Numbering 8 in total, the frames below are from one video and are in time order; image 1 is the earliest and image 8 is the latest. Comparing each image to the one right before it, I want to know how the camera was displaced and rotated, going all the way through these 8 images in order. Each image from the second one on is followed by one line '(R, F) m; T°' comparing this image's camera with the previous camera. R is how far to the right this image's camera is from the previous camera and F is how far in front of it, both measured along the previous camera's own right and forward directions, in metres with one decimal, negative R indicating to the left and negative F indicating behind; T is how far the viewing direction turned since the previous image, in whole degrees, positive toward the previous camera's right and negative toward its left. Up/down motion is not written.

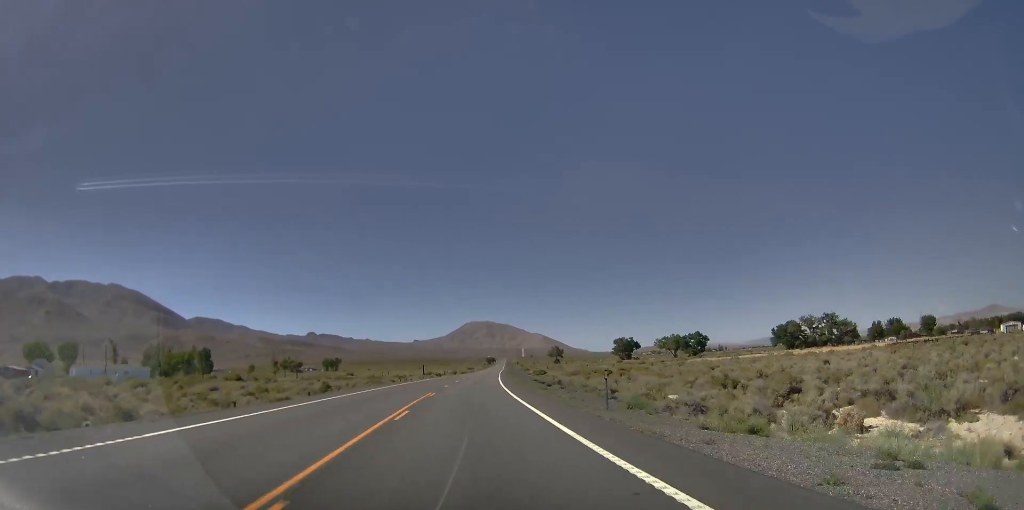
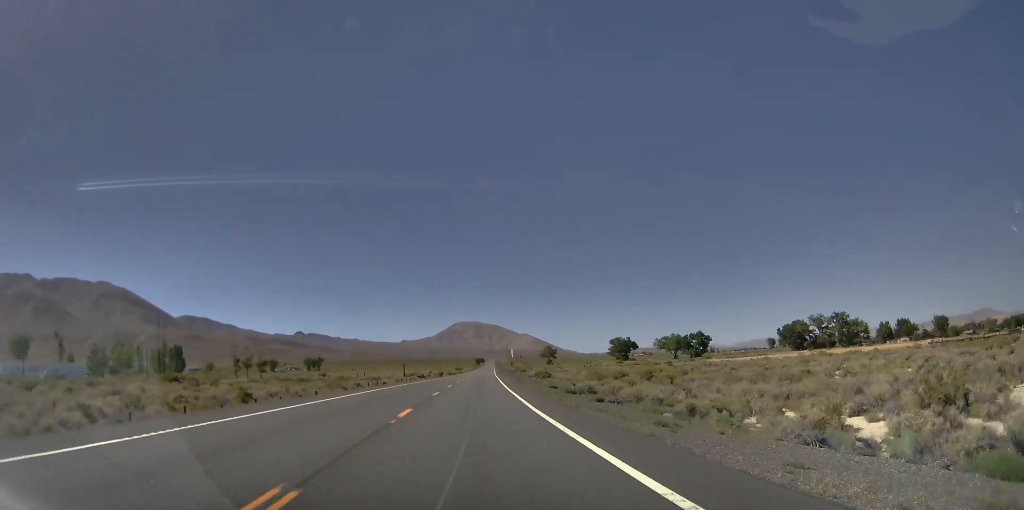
(-0.3, +23.8) m; -1°
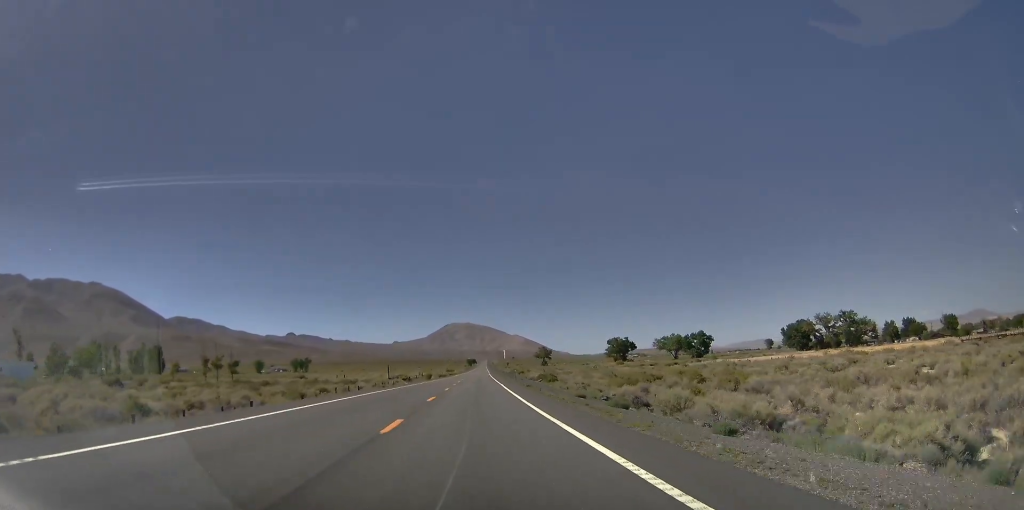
(-0.1, +15.9) m; 0°
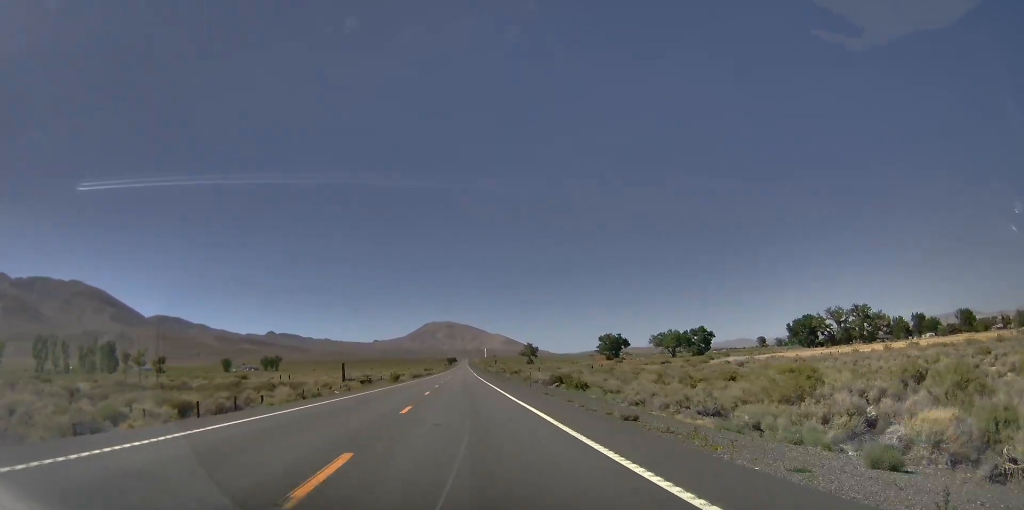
(+0.2, +30.6) m; 0°
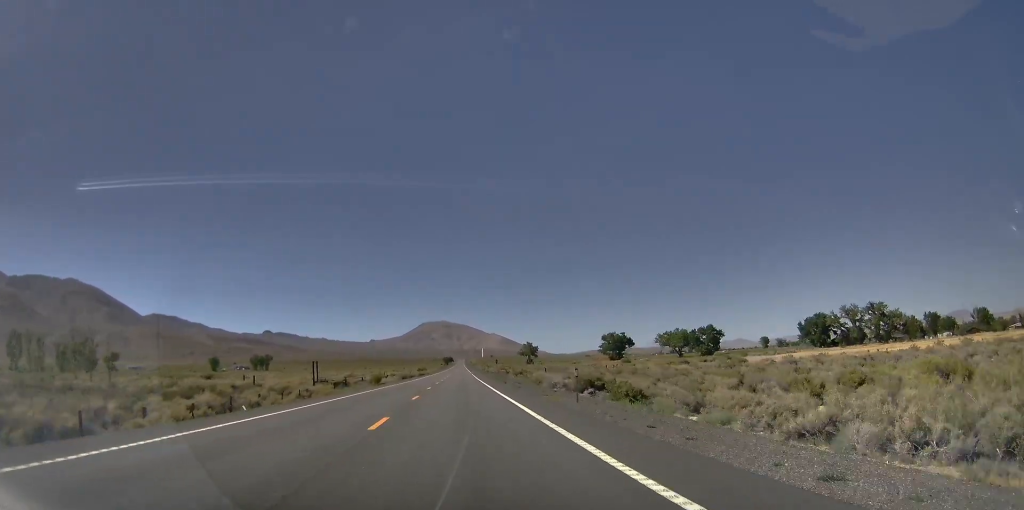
(+0.5, +17.0) m; -1°
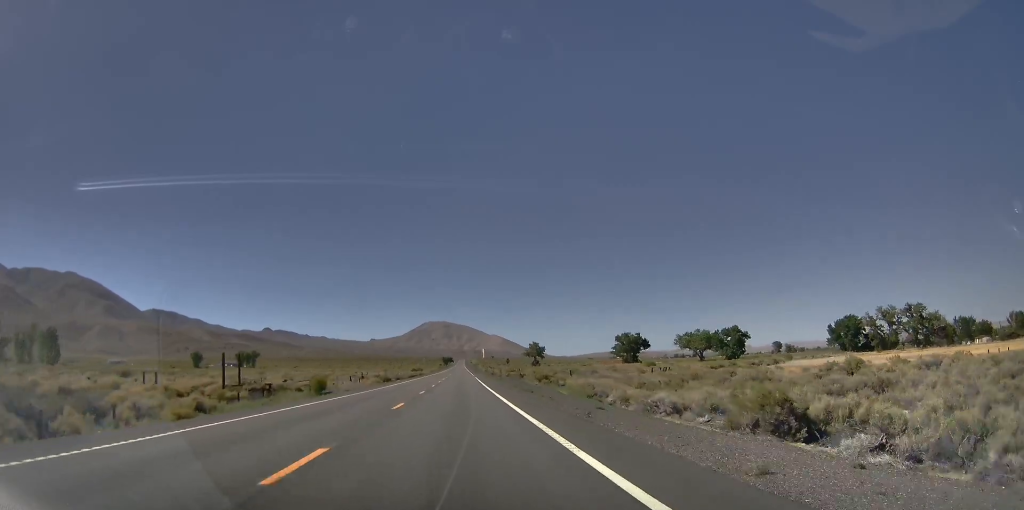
(-1.2, +30.7) m; -1°
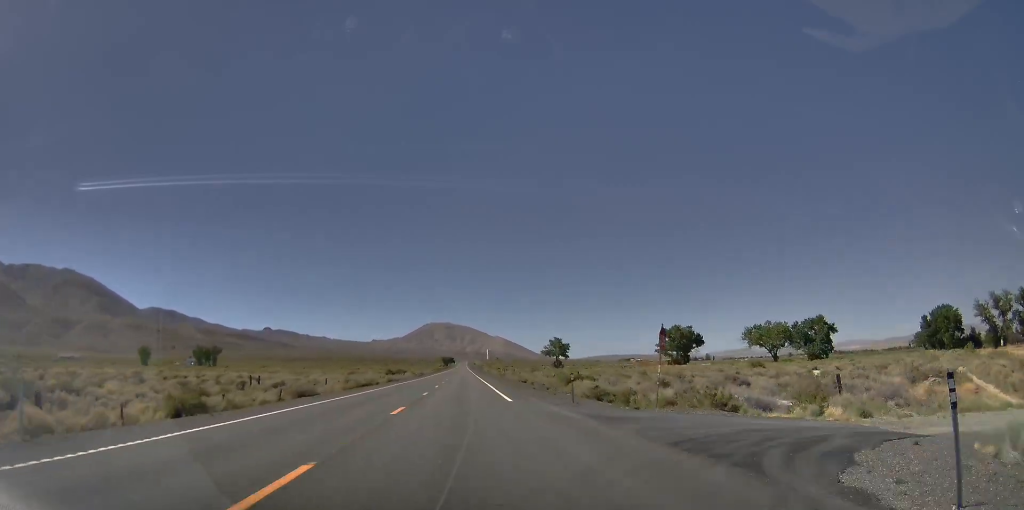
(-1.6, +74.6) m; -1°
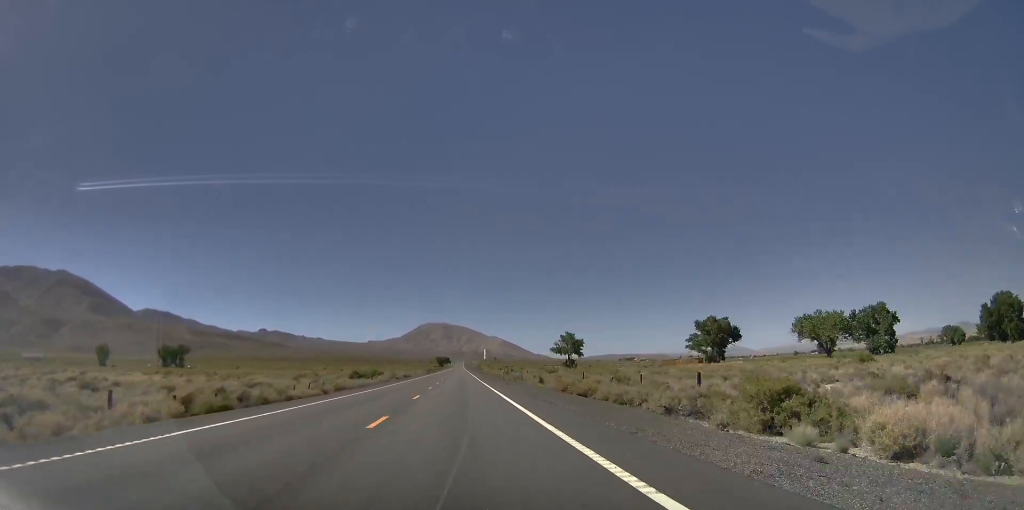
(+1.0, +40.7) m; +1°
